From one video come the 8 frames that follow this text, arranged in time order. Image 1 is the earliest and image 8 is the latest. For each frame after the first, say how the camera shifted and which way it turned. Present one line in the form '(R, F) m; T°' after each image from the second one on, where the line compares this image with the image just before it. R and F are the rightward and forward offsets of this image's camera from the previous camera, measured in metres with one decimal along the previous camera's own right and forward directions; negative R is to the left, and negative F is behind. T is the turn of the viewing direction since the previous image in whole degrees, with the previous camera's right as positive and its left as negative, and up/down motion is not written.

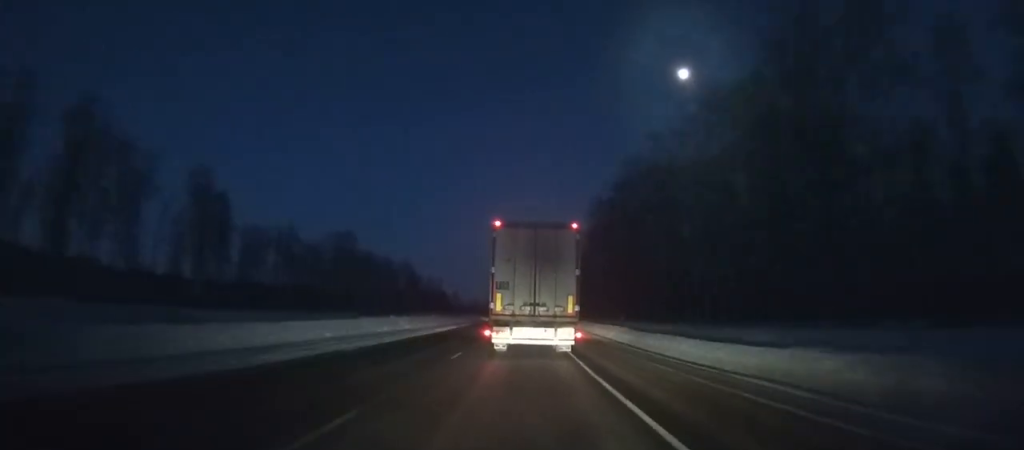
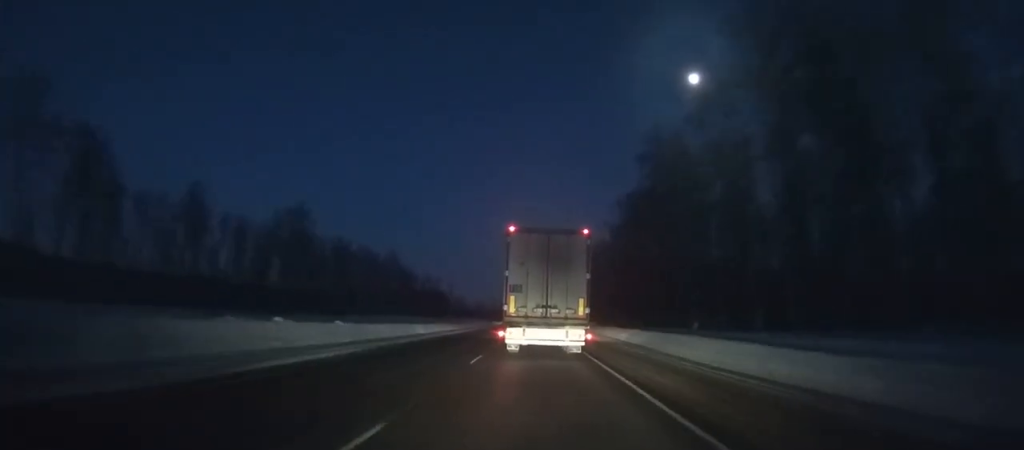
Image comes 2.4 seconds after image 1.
(-0.4, +50.3) m; -1°
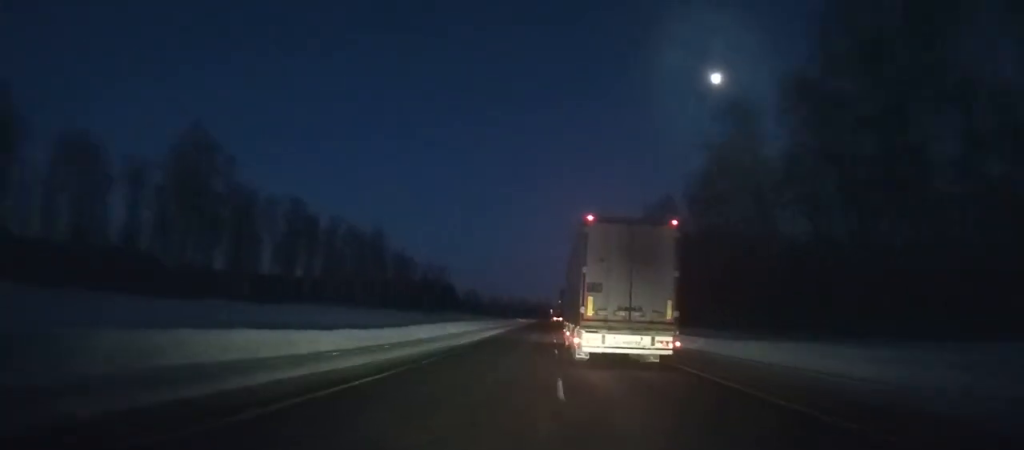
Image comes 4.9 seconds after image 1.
(-0.3, +55.2) m; 0°
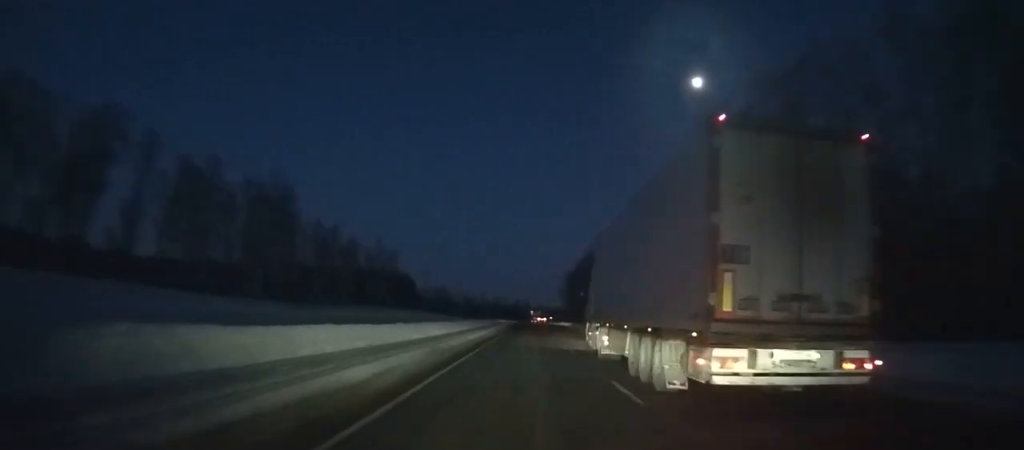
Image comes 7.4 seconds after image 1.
(+0.1, +58.7) m; +1°
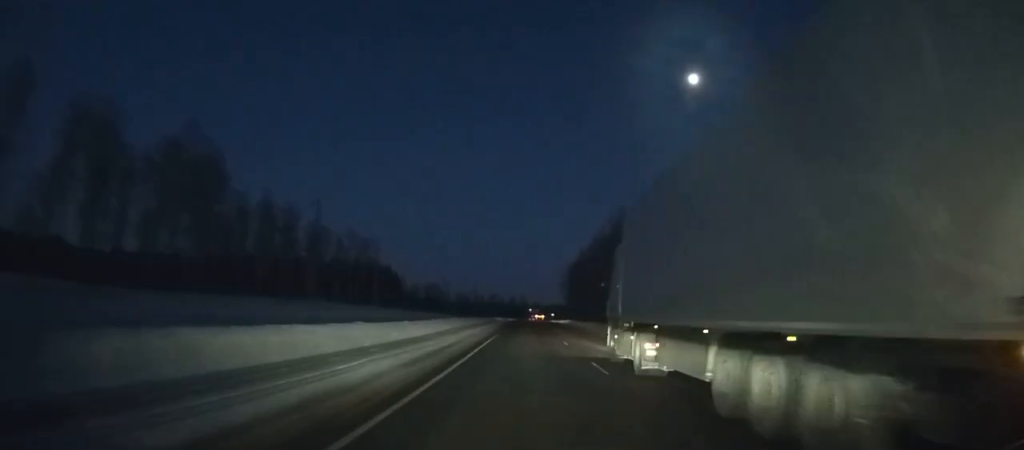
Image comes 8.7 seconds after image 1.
(+0.3, +31.8) m; 0°
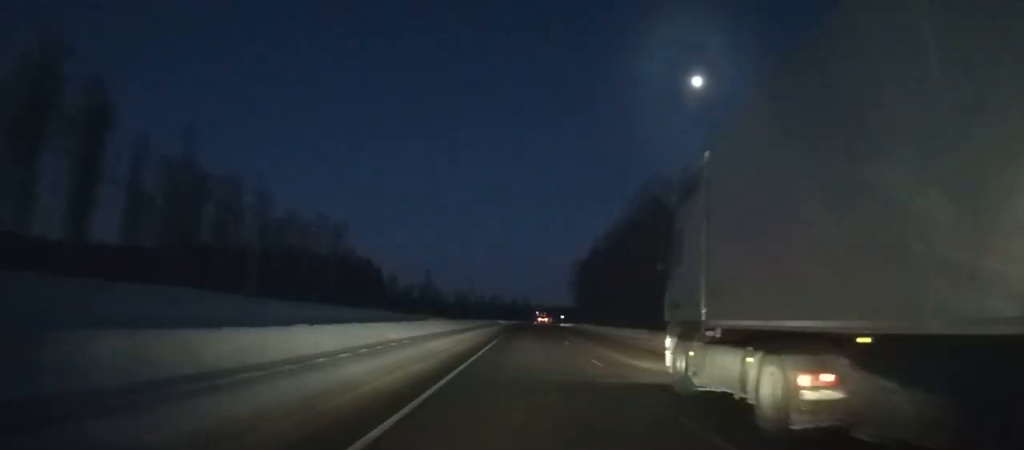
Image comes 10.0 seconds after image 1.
(+0.1, +32.7) m; 0°
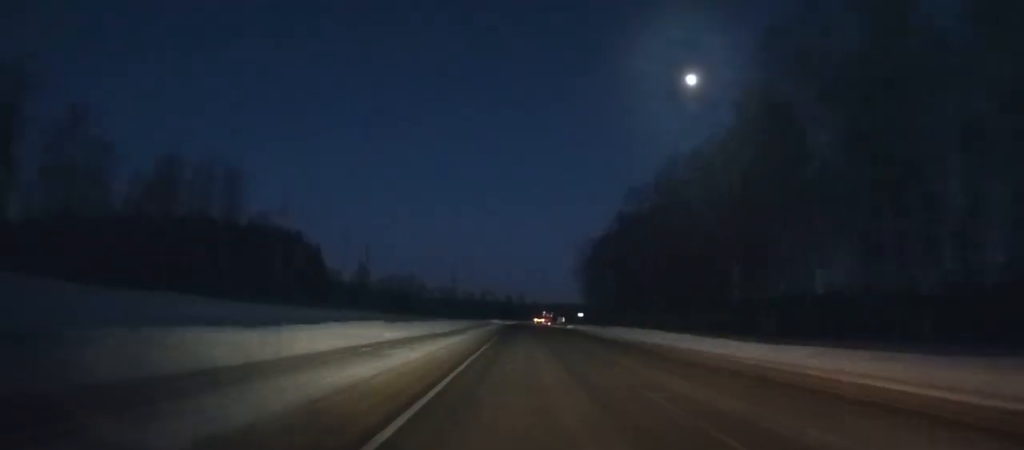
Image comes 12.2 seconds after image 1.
(-0.2, +56.9) m; +1°
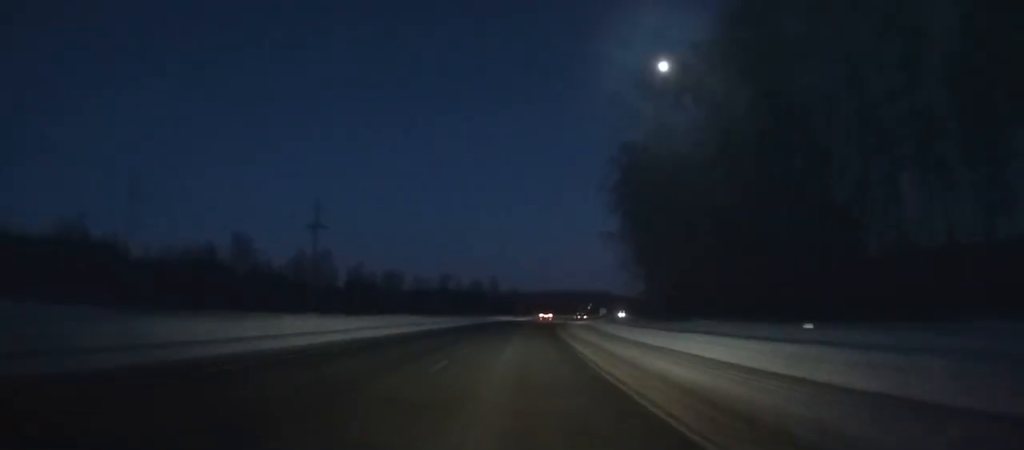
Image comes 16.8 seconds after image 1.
(+3.2, +121.7) m; +3°
